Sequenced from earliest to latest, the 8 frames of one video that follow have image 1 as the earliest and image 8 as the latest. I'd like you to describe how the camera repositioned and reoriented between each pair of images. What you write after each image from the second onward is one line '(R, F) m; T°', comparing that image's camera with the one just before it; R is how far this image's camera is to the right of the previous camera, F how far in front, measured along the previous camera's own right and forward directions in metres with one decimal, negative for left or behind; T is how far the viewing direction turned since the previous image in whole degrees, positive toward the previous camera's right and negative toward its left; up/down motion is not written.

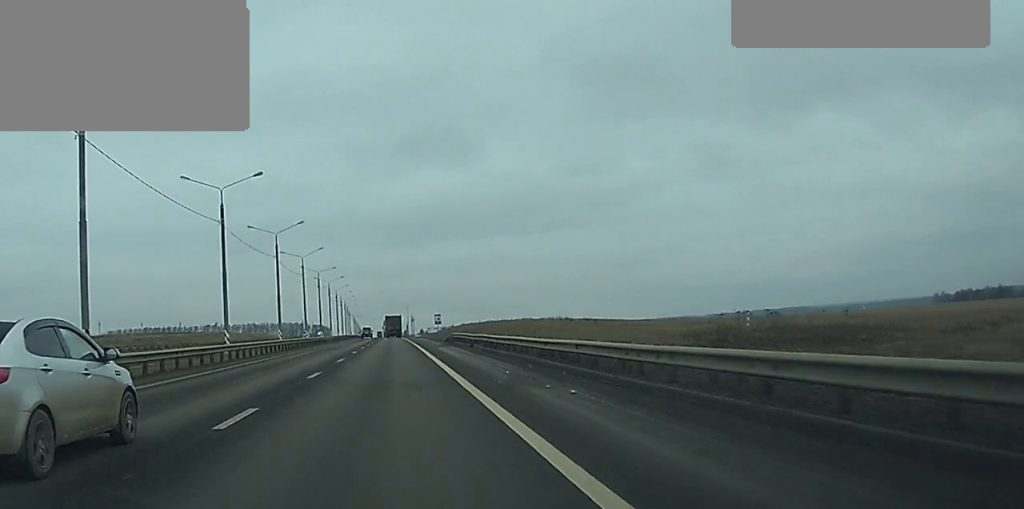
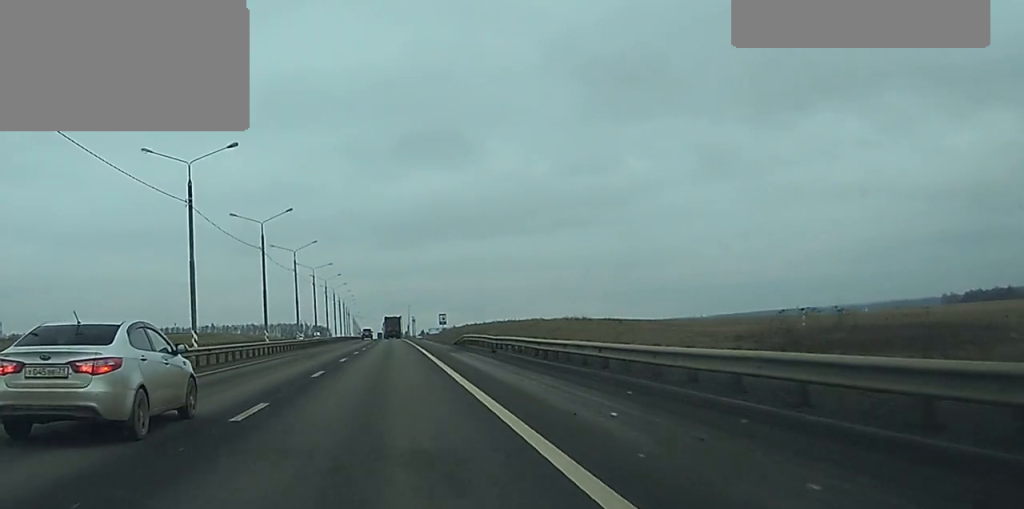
(+0.1, +11.0) m; 0°
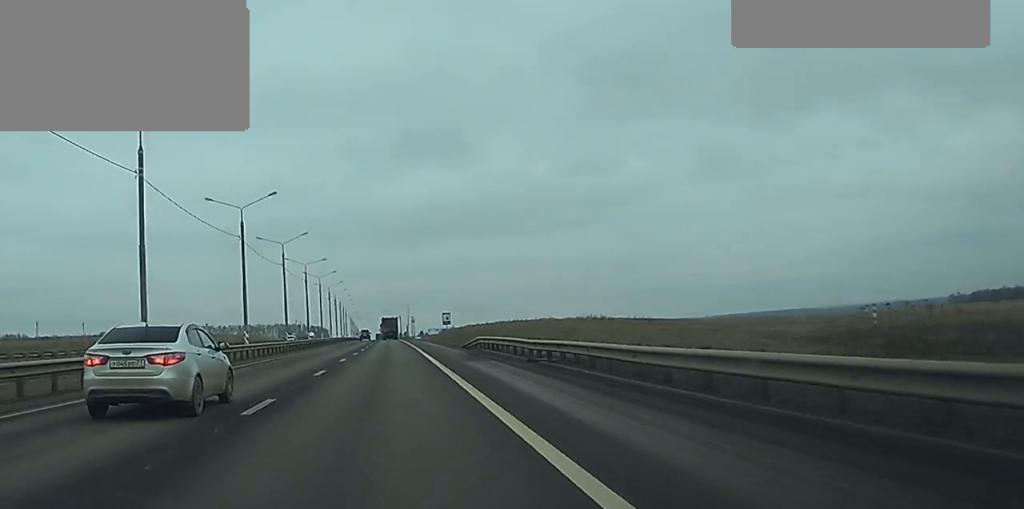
(0.0, +11.0) m; 0°
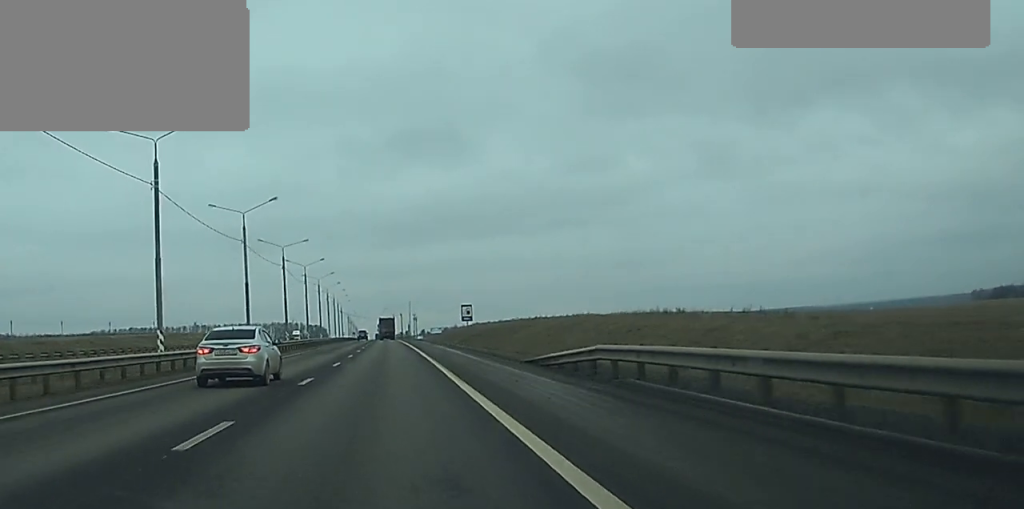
(0.0, +28.0) m; 0°
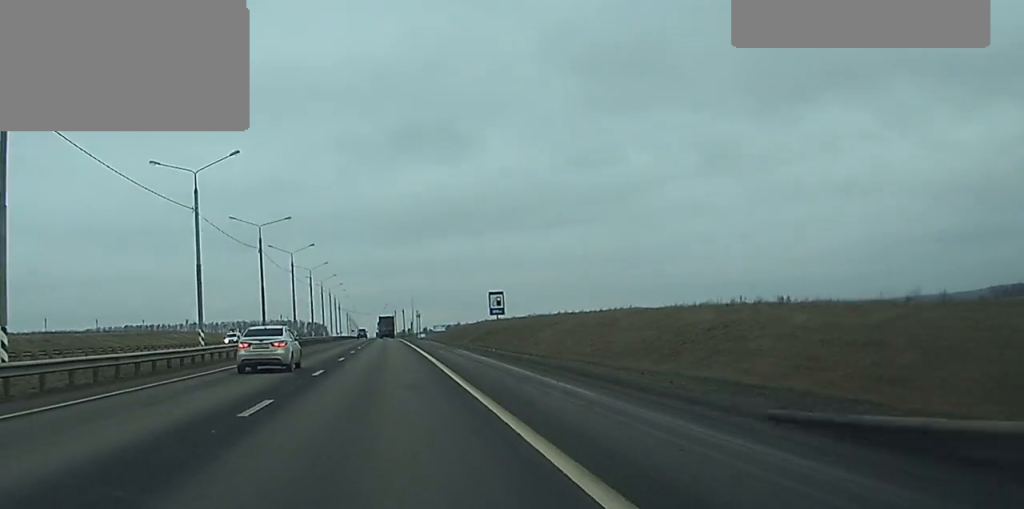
(0.0, +20.1) m; 0°
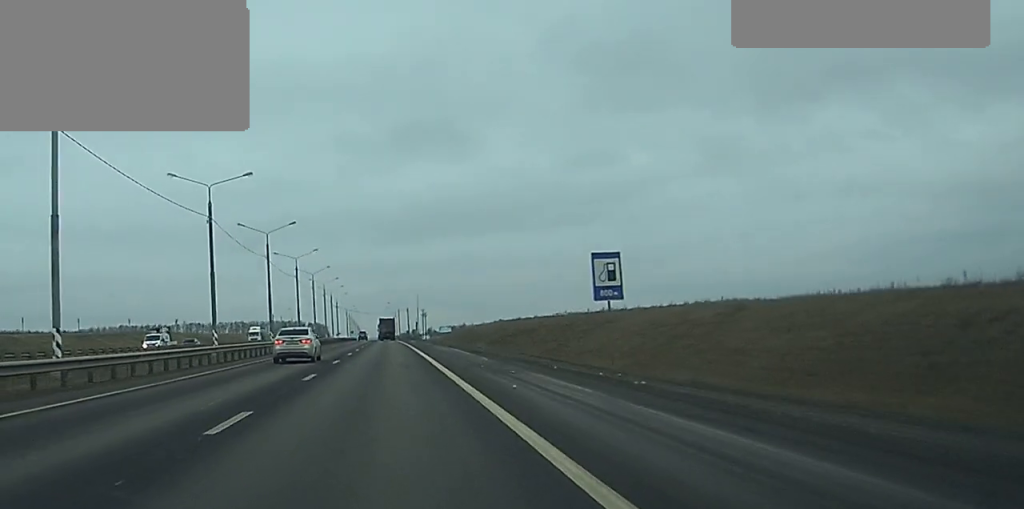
(0.0, +26.2) m; 0°
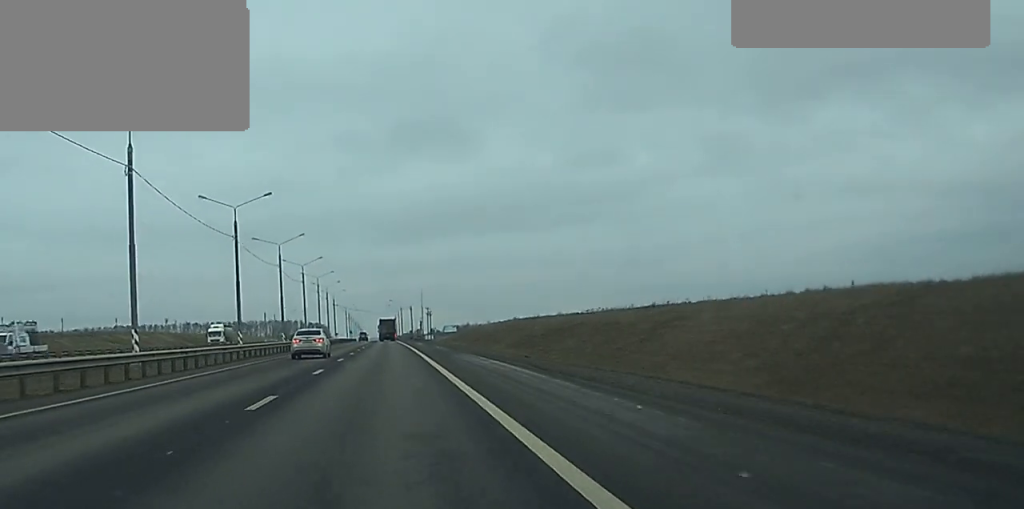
(0.0, +20.1) m; 0°
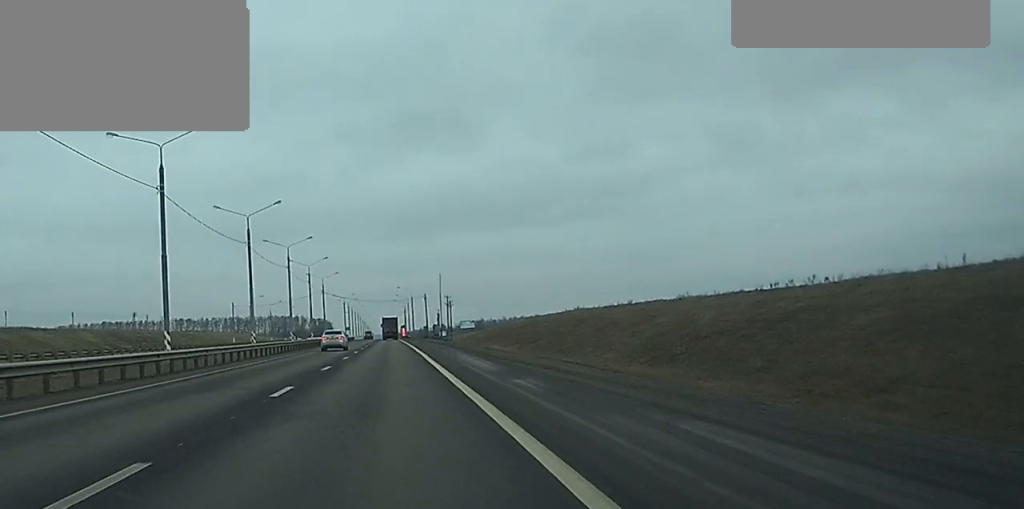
(-0.2, +57.6) m; 0°
